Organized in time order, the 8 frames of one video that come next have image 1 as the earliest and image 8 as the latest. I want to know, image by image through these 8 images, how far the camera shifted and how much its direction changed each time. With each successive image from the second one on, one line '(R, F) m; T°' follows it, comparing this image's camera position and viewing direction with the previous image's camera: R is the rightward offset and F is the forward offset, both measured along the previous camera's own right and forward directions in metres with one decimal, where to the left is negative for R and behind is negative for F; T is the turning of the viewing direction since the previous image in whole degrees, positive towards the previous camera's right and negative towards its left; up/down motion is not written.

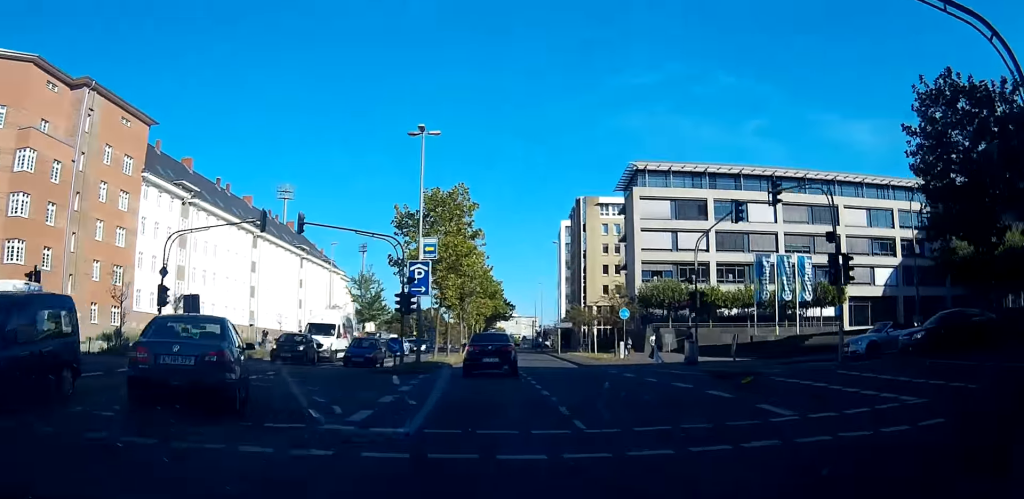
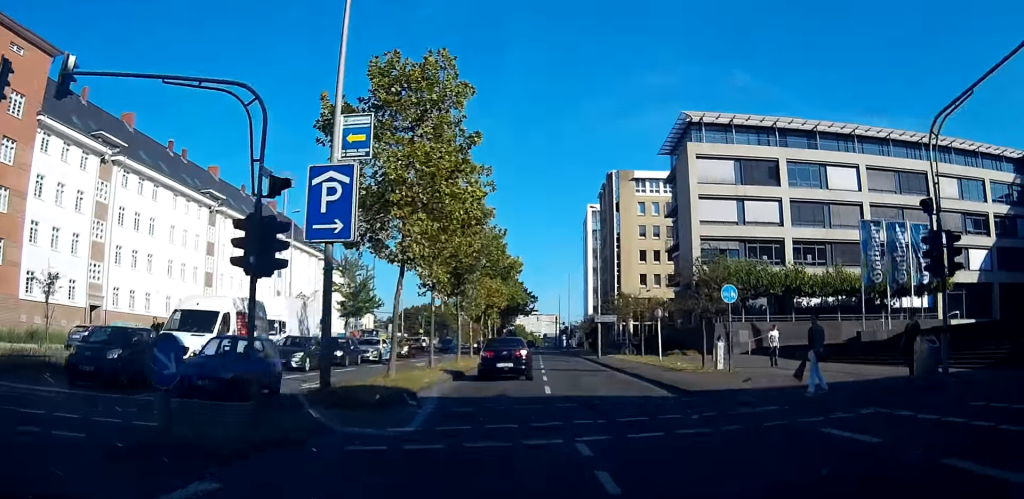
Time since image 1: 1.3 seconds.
(-0.6, +18.4) m; -1°
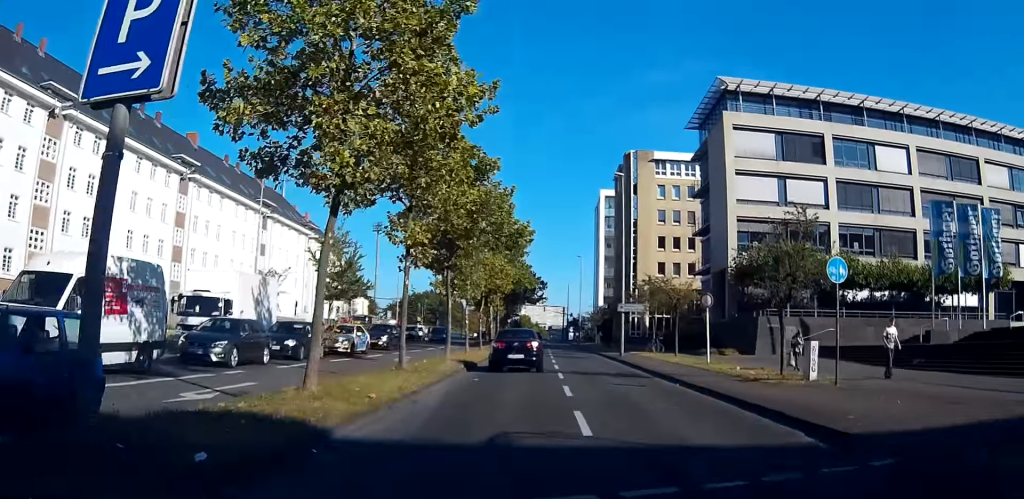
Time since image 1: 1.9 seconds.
(0.0, +8.3) m; +1°
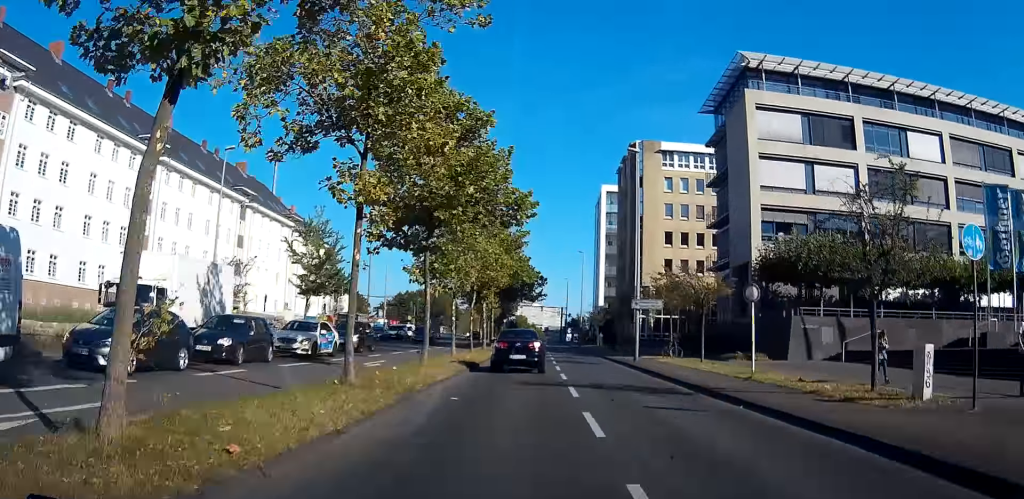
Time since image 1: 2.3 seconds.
(+0.1, +5.8) m; +1°
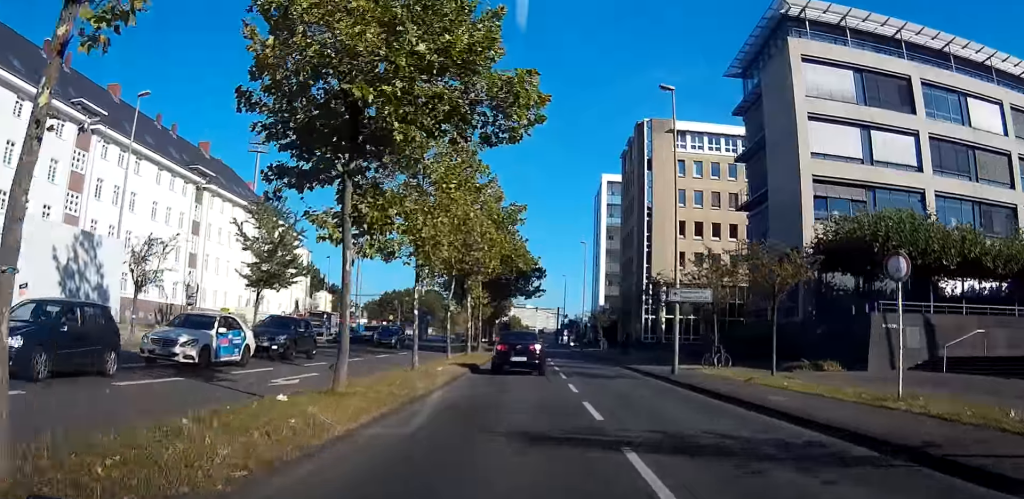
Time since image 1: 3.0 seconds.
(+0.1, +9.3) m; +1°
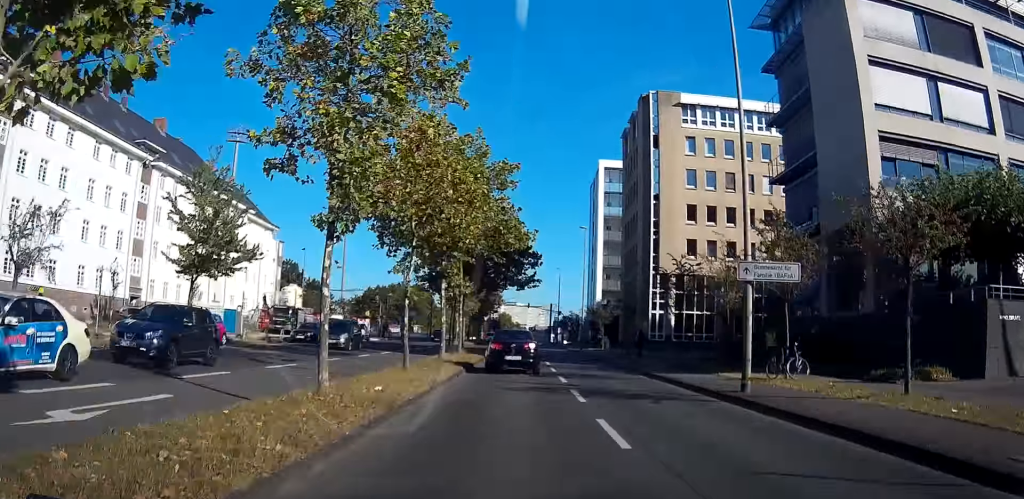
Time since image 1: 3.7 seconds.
(+0.2, +8.3) m; -1°
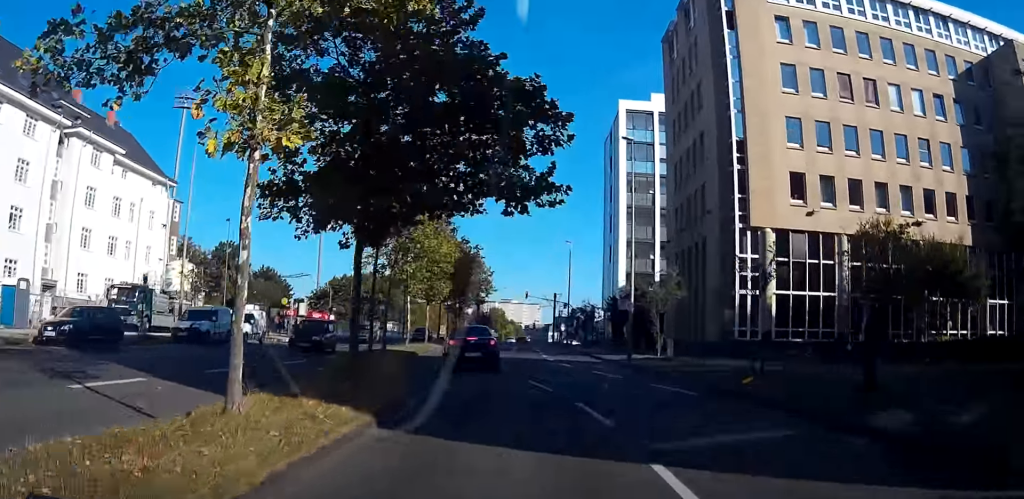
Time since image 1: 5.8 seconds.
(-1.3, +26.7) m; -4°
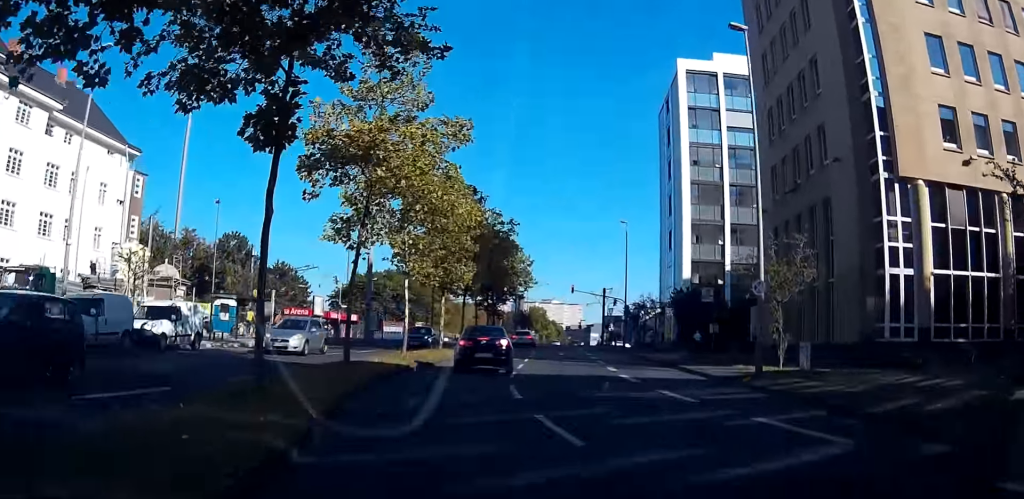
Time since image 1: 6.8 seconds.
(0.0, +12.1) m; +4°
